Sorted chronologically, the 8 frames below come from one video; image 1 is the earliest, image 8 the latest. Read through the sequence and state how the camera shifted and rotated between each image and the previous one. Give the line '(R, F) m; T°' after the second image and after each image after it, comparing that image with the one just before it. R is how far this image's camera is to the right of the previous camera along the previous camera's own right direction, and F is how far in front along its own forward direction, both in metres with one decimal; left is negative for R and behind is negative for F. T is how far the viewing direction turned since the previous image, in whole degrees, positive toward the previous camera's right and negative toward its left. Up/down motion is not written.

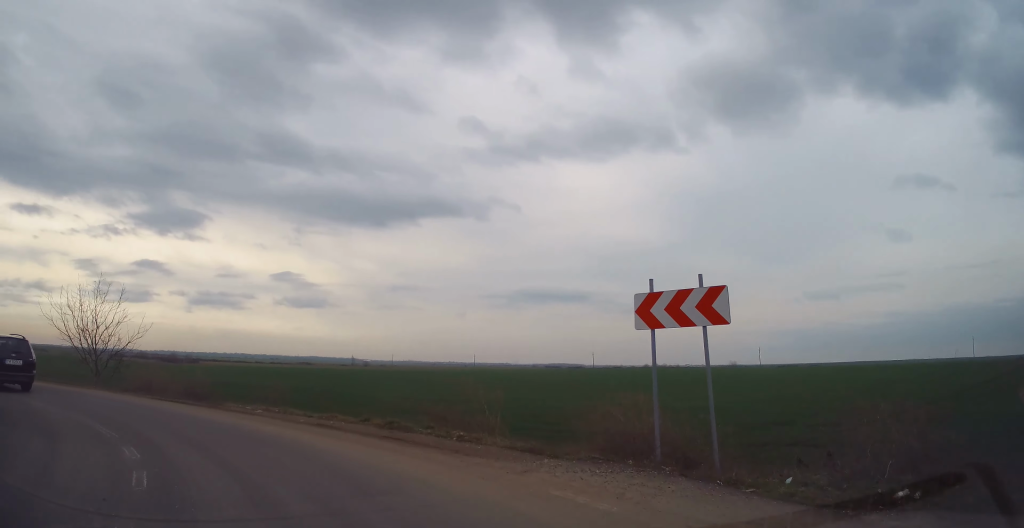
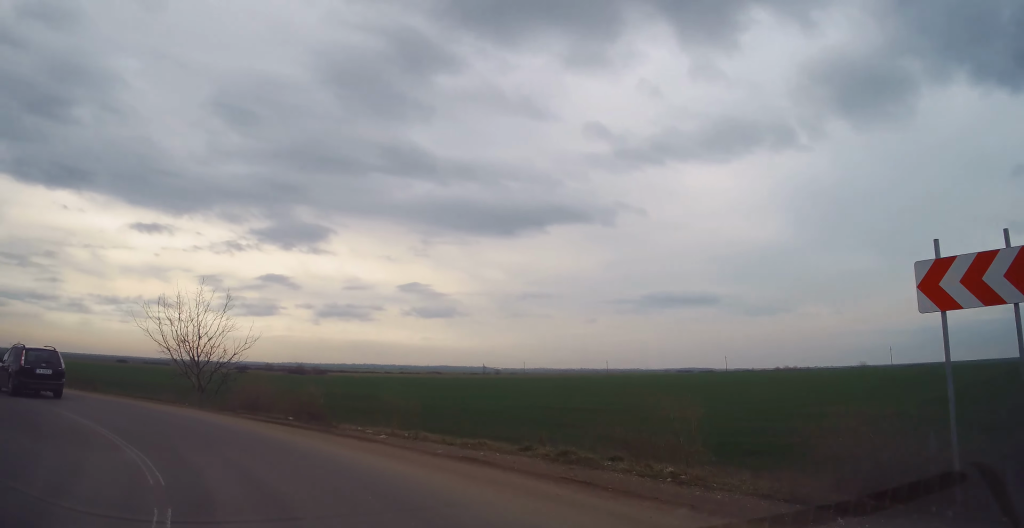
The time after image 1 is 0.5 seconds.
(+0.1, +3.2) m; -9°
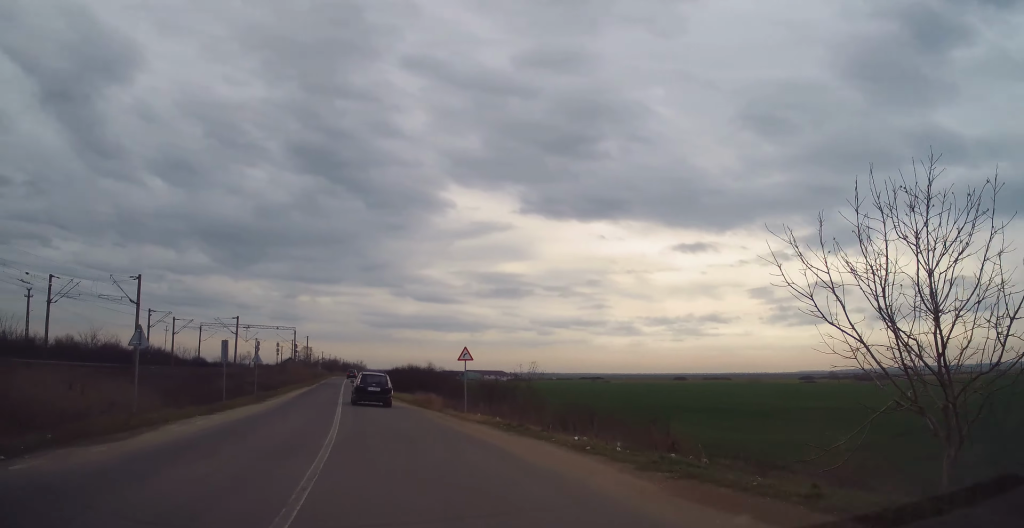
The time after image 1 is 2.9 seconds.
(-7.6, +16.5) m; -37°
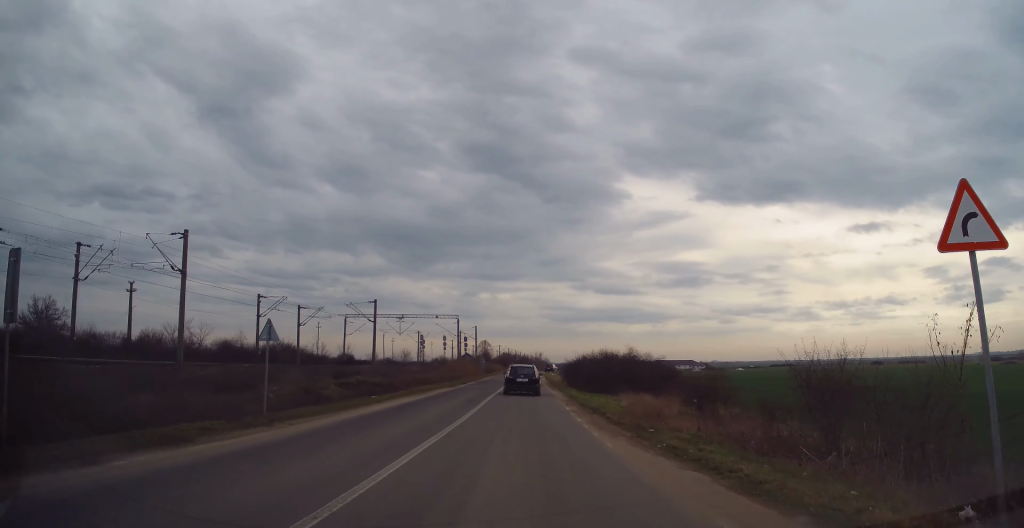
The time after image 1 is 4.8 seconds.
(-2.0, +21.3) m; -9°
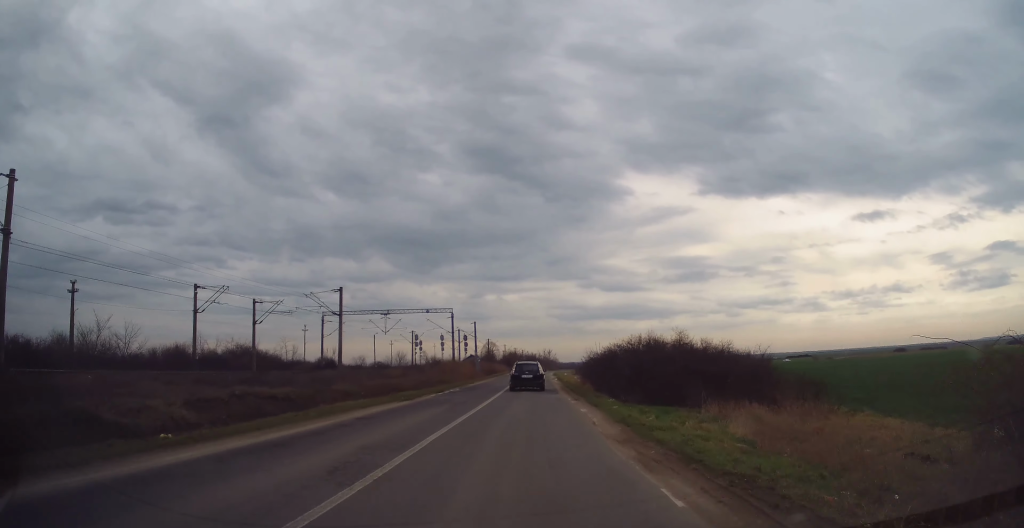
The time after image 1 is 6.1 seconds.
(-0.3, +16.2) m; -1°
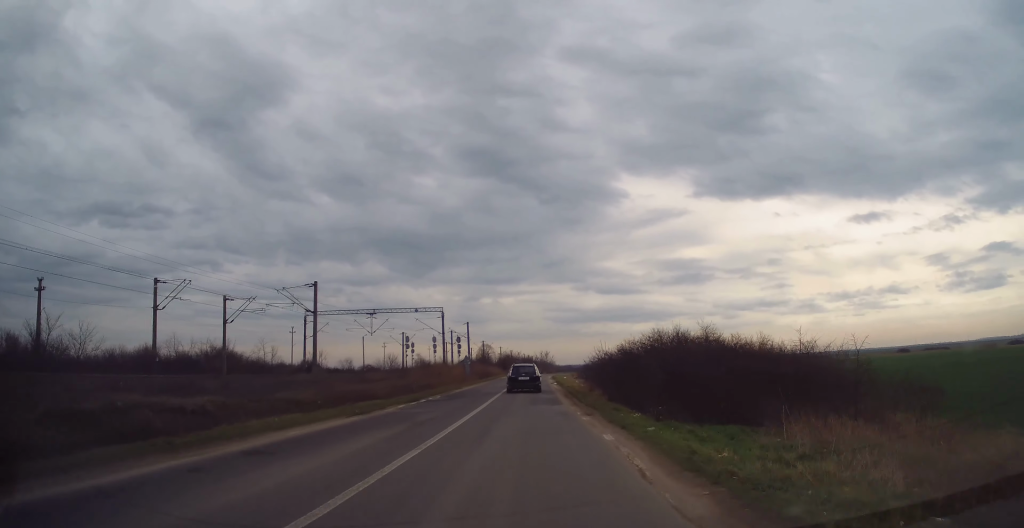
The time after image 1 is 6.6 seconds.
(-0.1, +6.2) m; 0°
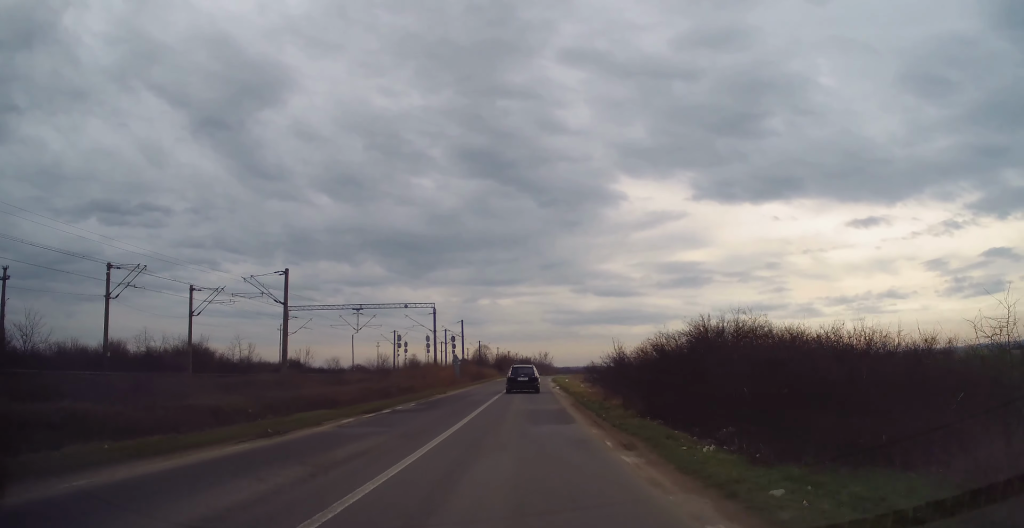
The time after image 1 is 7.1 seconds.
(+0.2, +6.8) m; 0°
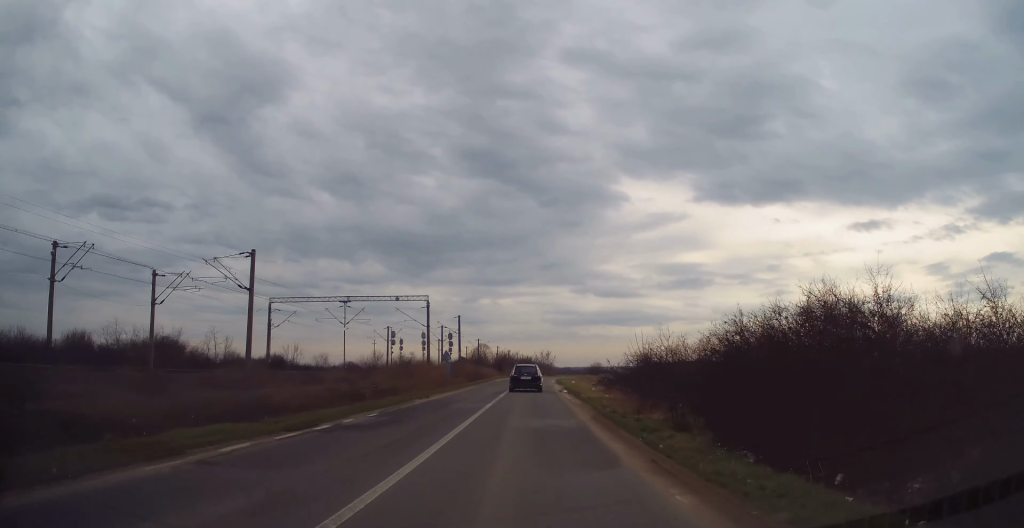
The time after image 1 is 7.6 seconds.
(+0.2, +6.8) m; 0°
